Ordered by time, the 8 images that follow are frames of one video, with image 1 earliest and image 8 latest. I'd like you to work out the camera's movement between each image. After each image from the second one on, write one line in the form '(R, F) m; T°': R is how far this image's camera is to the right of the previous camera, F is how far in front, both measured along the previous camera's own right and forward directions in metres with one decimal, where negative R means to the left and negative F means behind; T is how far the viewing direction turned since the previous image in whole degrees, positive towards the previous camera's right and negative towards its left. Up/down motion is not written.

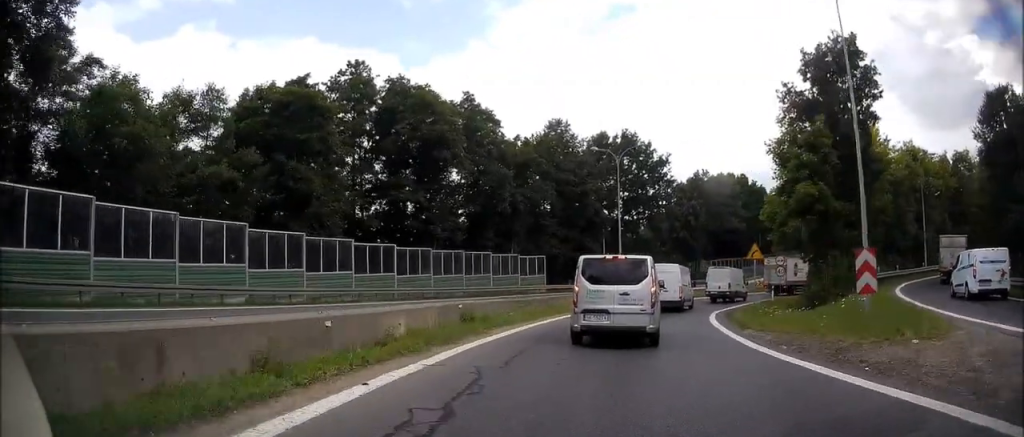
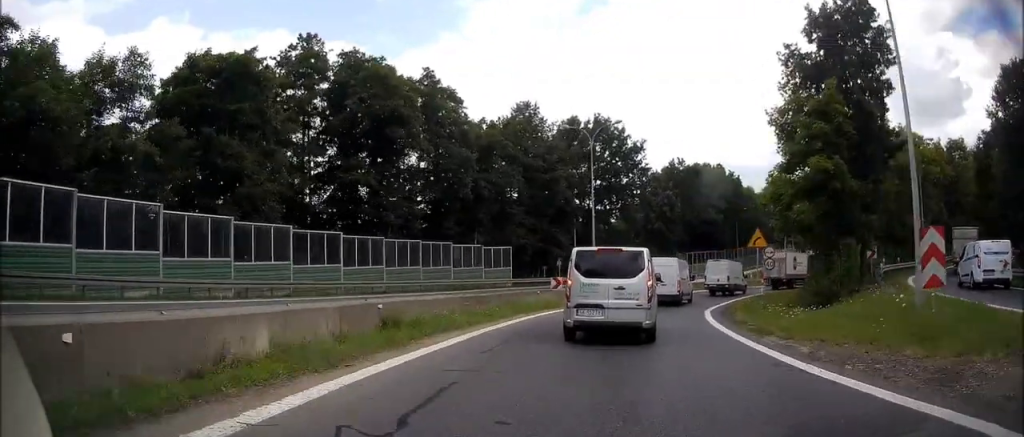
(0.0, +4.6) m; +2°
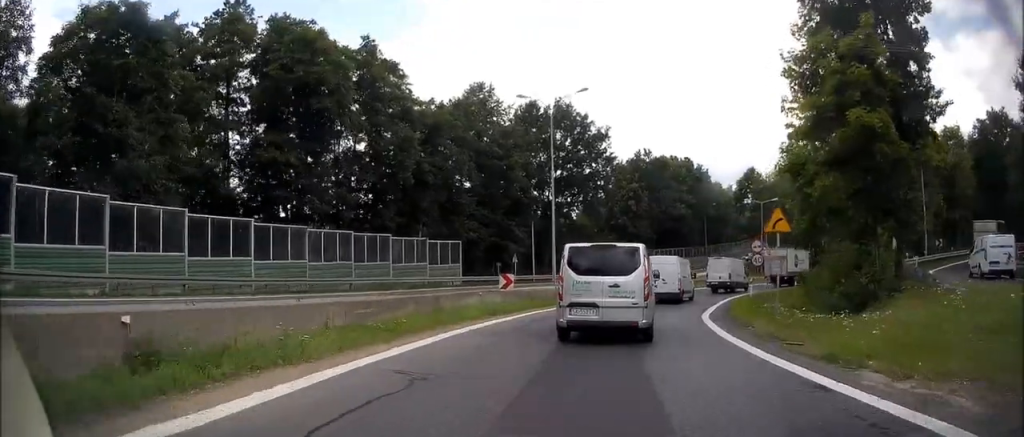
(-0.1, +6.5) m; +3°
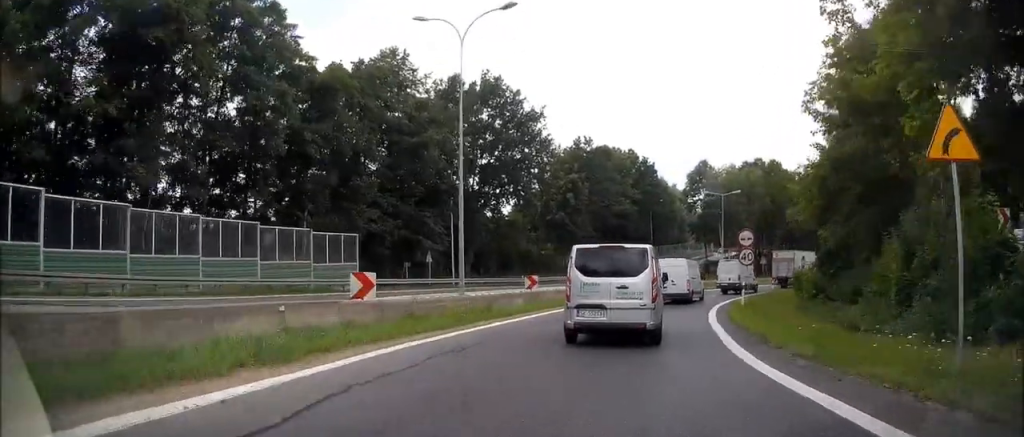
(+1.0, +11.2) m; +9°
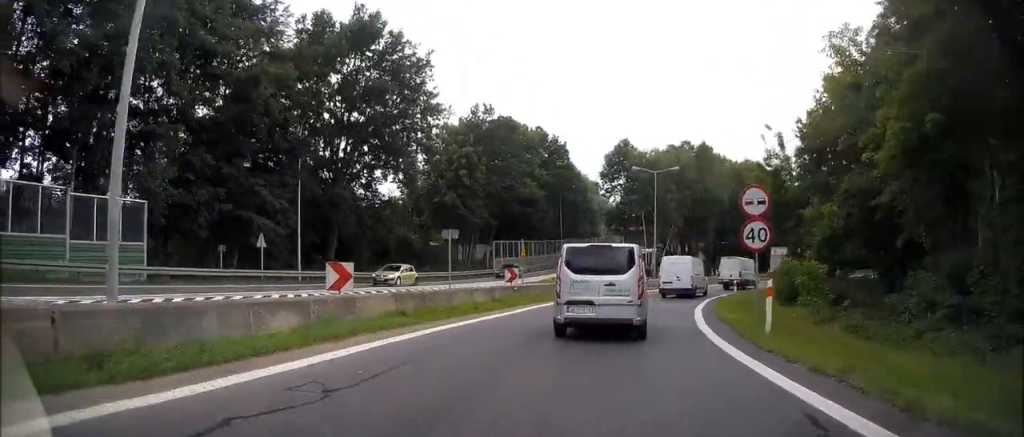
(+1.0, +14.3) m; +8°
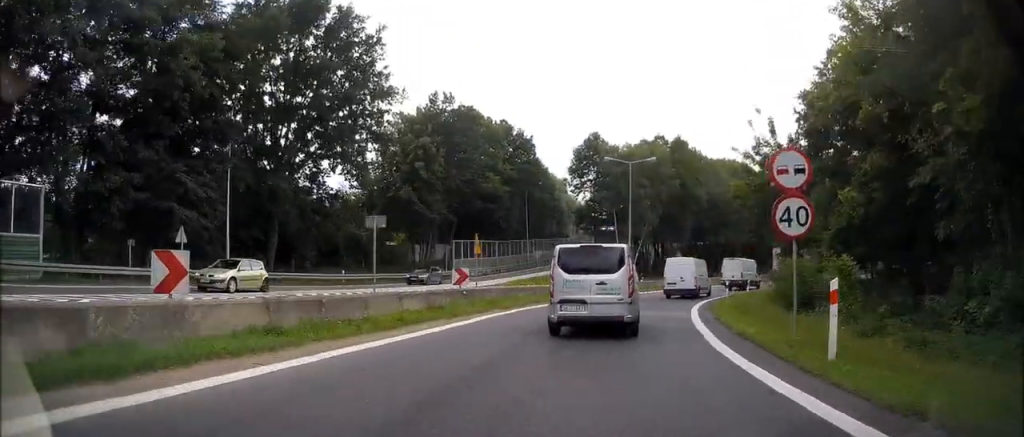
(+0.2, +5.2) m; +3°
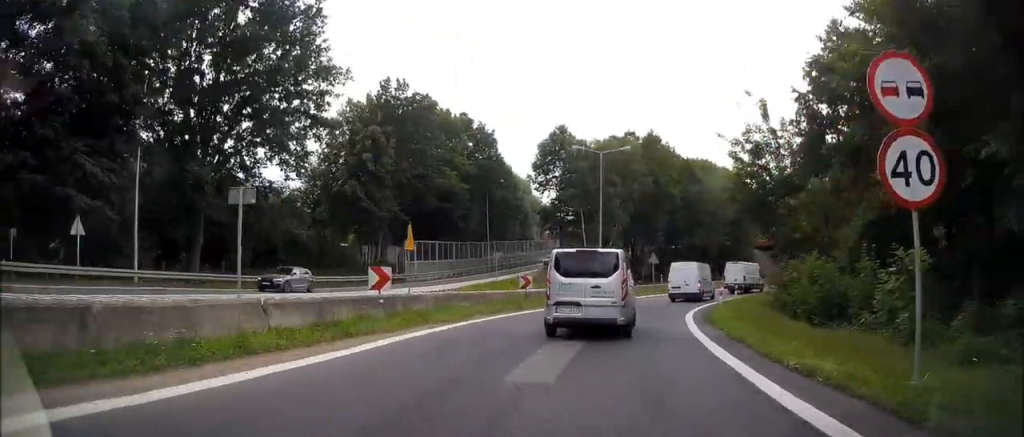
(+0.3, +5.5) m; +3°
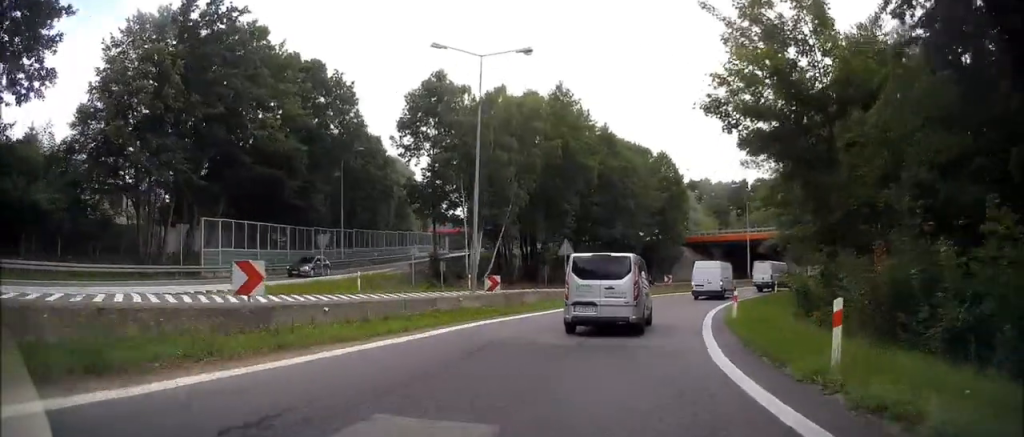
(+1.0, +18.2) m; +10°
